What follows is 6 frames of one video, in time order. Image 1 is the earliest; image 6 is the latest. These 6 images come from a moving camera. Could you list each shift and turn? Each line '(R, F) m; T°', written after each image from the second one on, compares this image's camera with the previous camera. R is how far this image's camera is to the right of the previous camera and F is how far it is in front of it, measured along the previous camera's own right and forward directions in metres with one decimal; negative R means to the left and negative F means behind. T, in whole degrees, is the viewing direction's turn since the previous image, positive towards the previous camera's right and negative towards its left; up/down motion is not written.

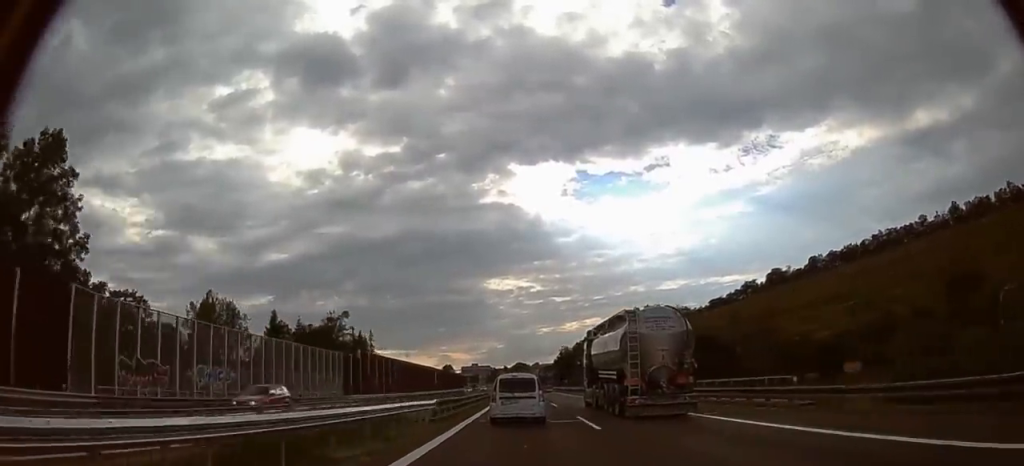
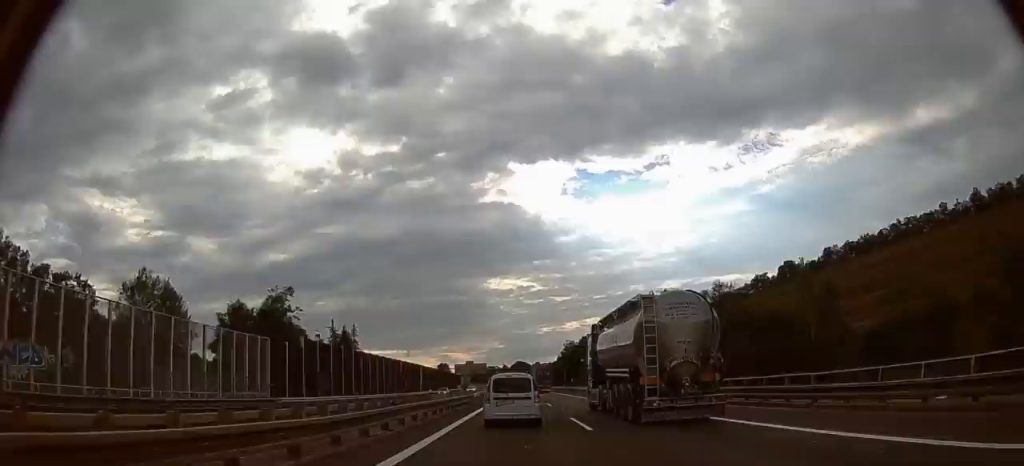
(0.0, +21.1) m; 0°
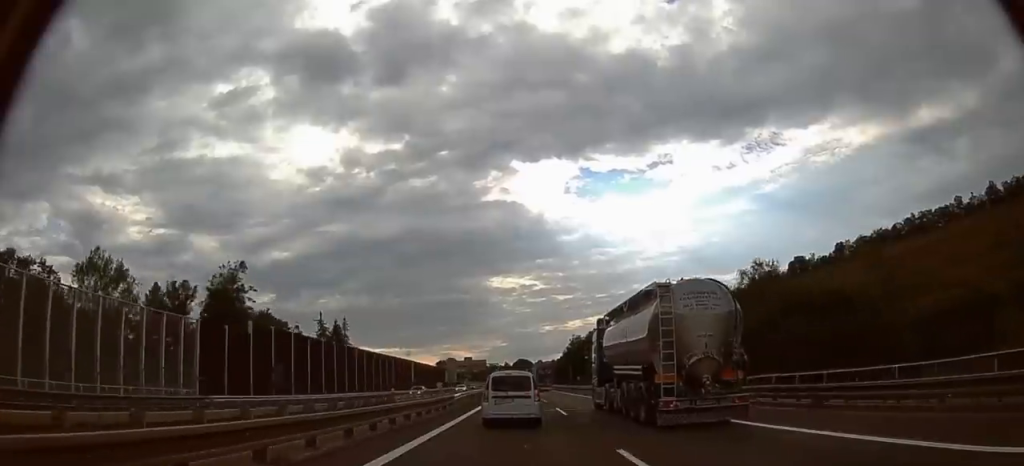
(0.0, +12.8) m; 0°
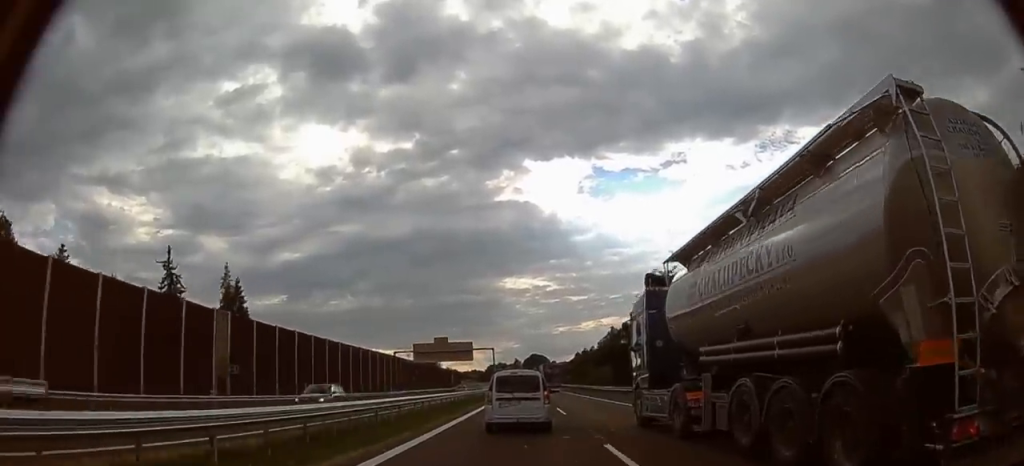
(0.0, +82.7) m; 0°
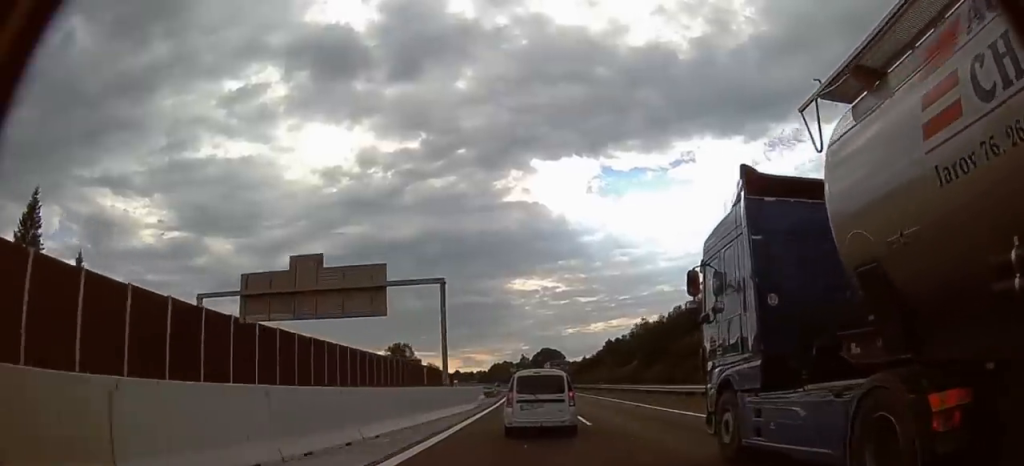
(-1.3, +63.5) m; -2°
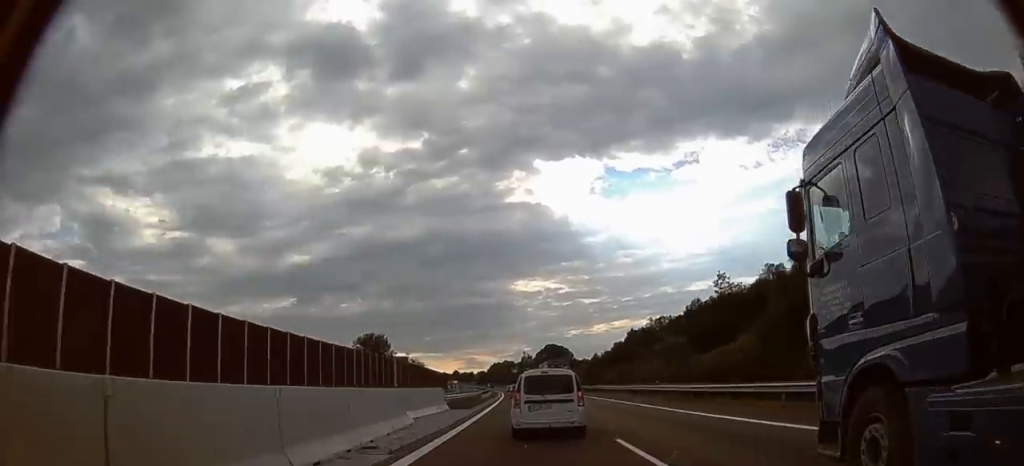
(+0.1, +27.0) m; 0°
